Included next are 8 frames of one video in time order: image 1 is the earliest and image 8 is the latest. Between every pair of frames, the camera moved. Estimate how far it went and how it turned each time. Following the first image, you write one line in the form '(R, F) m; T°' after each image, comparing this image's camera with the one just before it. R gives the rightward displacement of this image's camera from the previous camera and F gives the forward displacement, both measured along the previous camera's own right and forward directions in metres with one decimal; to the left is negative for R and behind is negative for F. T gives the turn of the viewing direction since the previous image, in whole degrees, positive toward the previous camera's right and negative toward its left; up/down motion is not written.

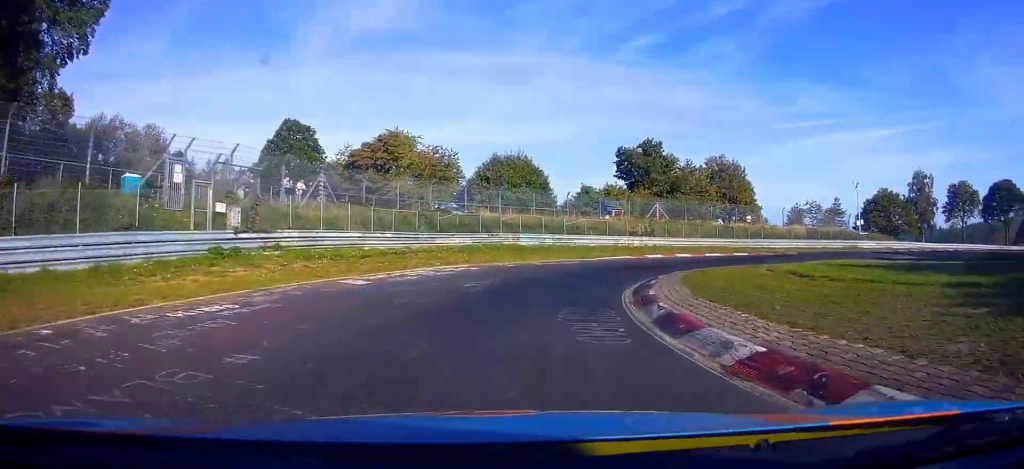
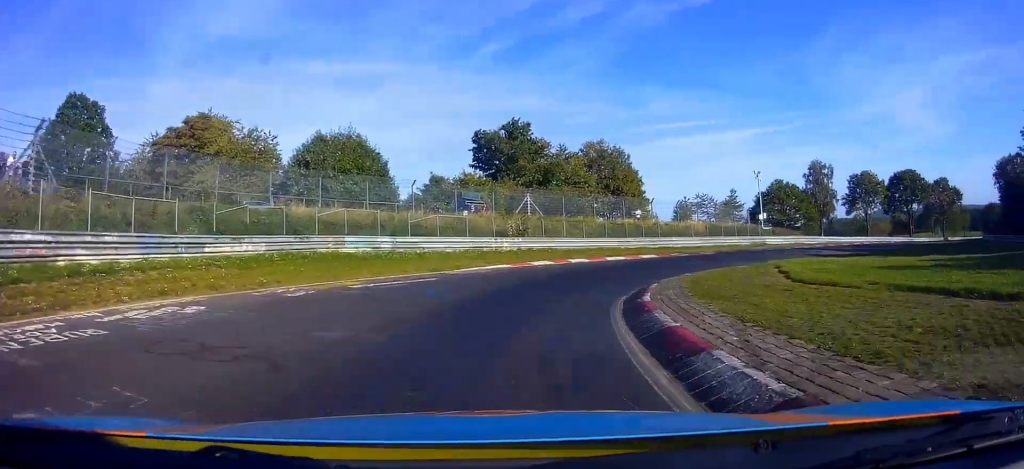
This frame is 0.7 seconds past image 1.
(-1.4, +13.2) m; -14°
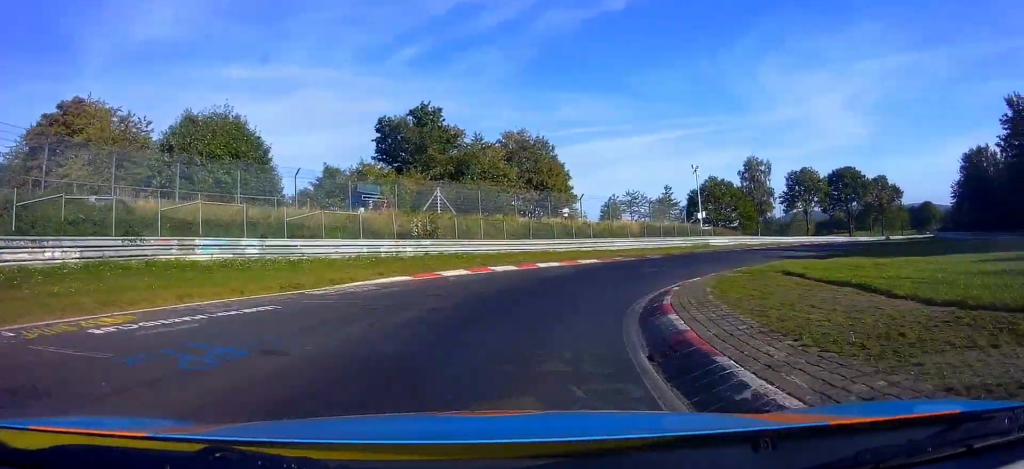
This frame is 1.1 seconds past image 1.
(-1.0, +7.1) m; -2°
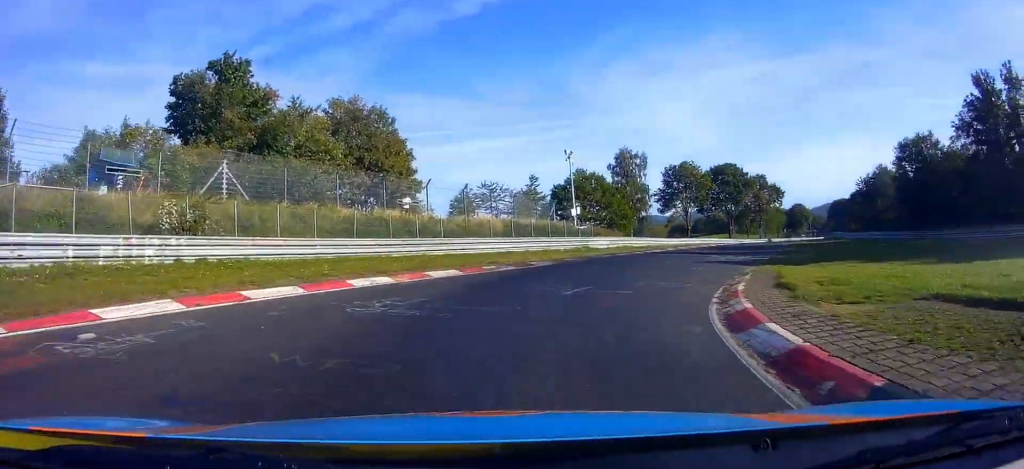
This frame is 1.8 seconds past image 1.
(-1.6, +11.8) m; -2°
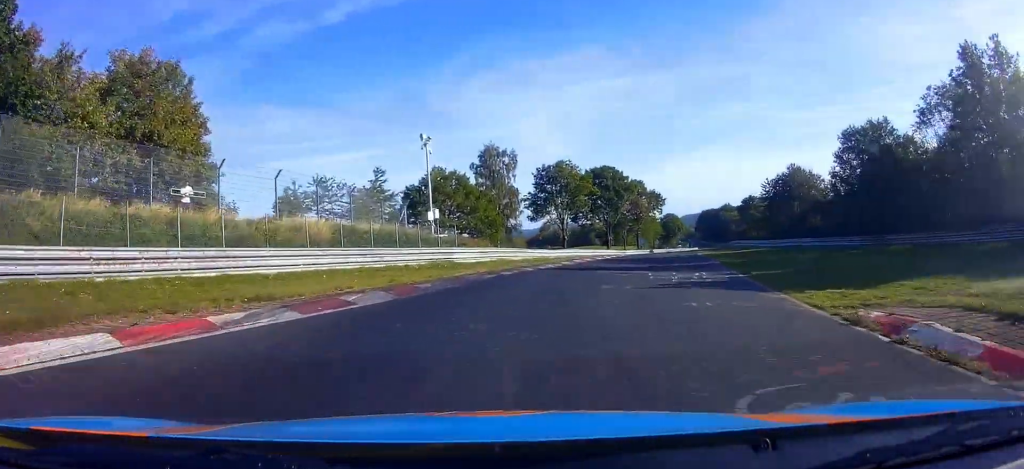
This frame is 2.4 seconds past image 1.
(+1.2, +11.9) m; +4°
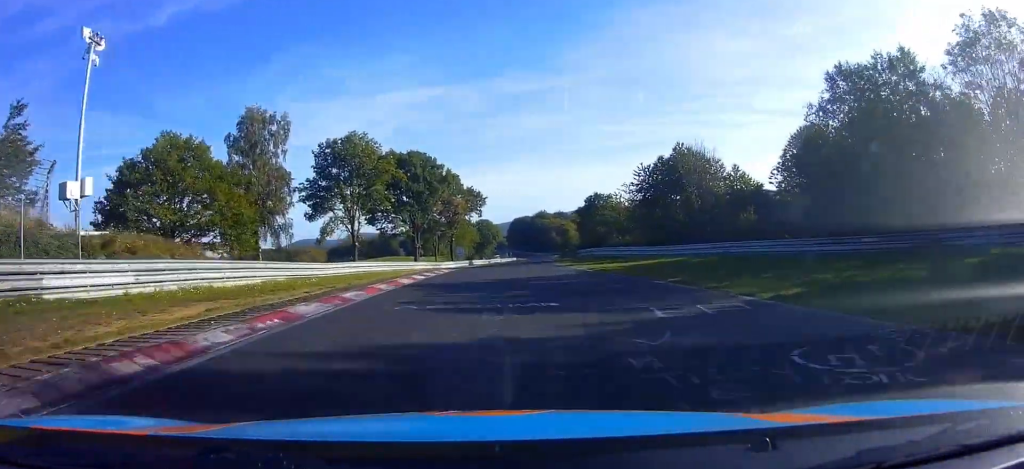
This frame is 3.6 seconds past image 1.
(+0.5, +20.2) m; +6°
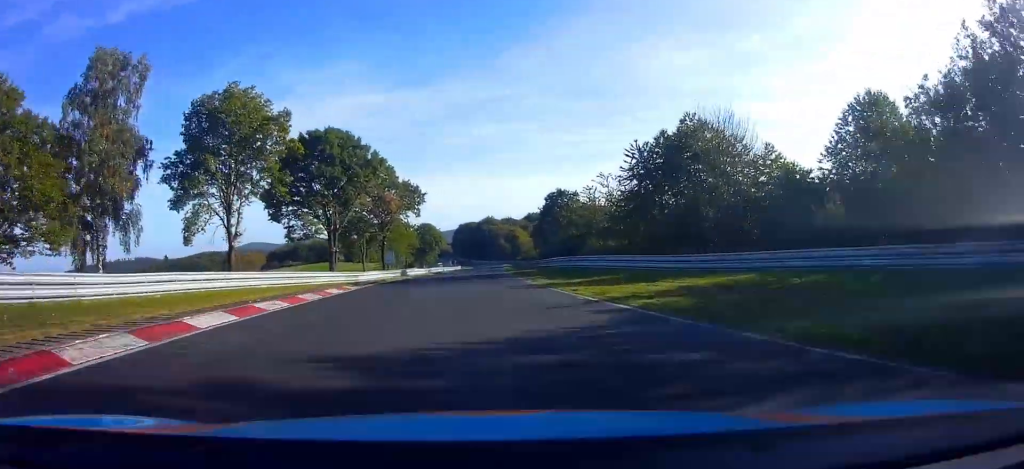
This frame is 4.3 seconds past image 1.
(+0.9, +12.8) m; +7°
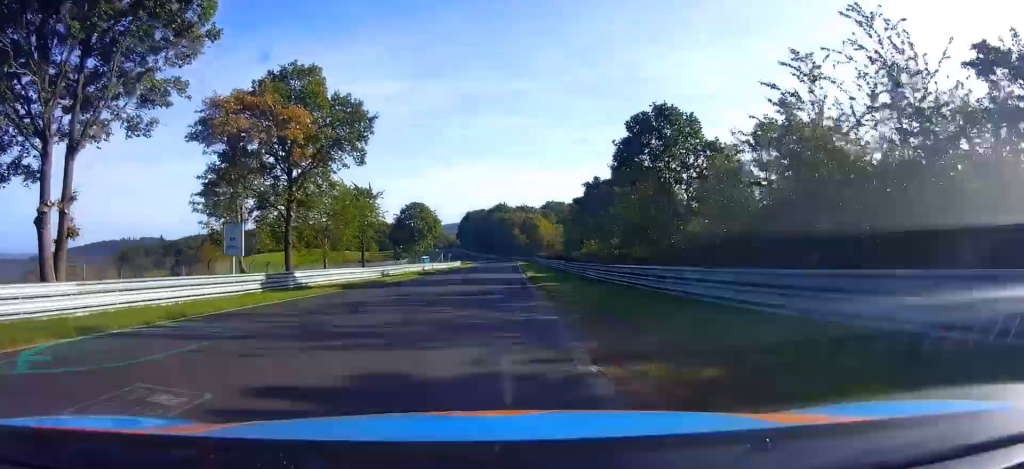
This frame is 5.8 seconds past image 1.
(+3.6, +25.2) m; +19°
